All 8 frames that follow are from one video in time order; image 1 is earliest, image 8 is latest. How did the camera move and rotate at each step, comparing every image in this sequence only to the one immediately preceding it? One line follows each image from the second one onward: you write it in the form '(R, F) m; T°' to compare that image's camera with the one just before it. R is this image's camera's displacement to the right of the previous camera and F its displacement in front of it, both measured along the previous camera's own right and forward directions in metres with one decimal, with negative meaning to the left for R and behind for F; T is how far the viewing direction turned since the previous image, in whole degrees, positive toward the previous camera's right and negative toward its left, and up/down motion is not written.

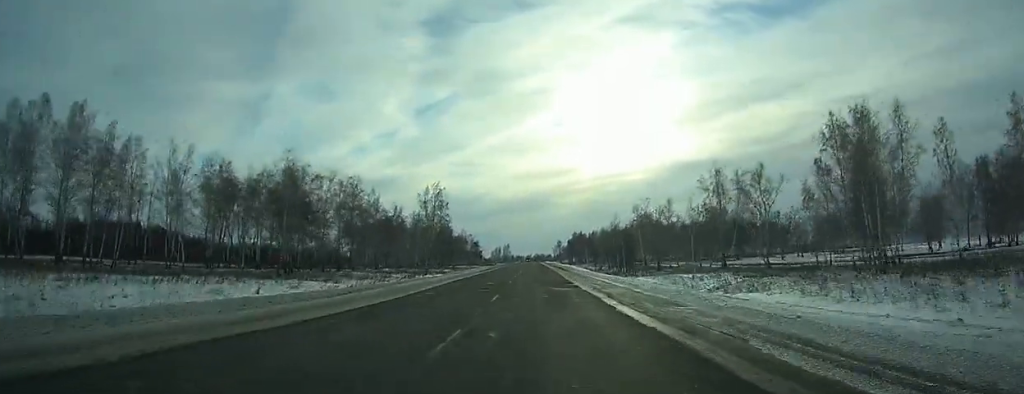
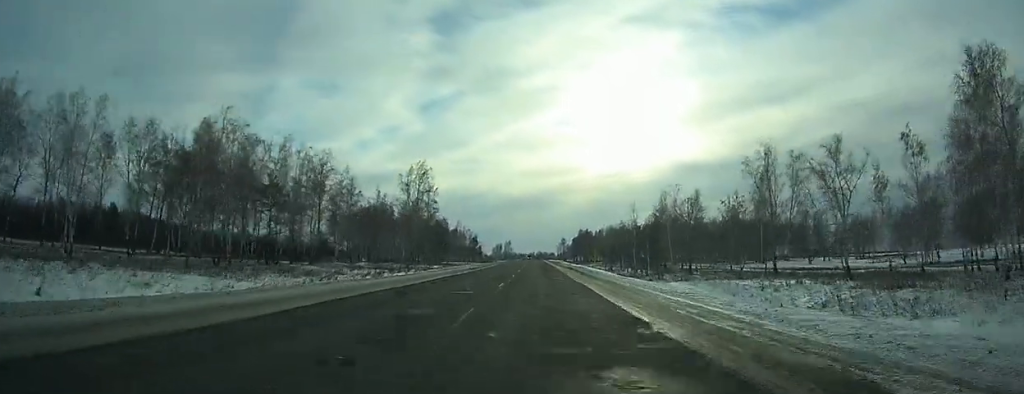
(-0.1, +21.2) m; 0°
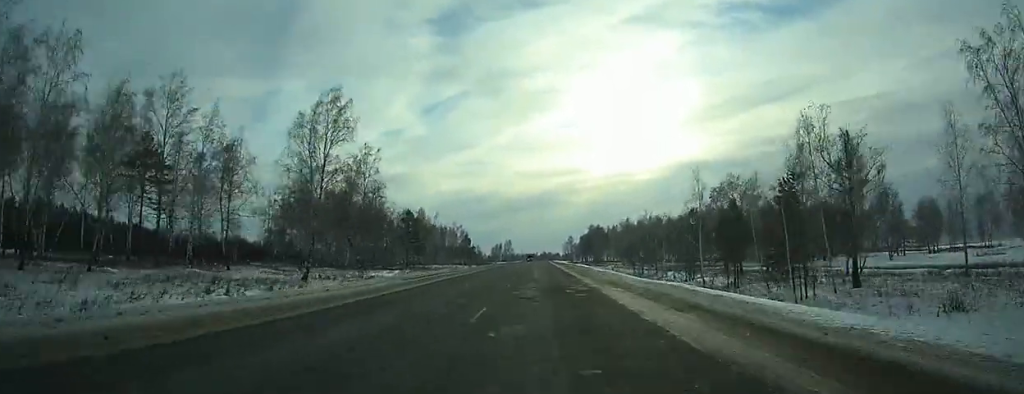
(-0.1, +47.6) m; 0°
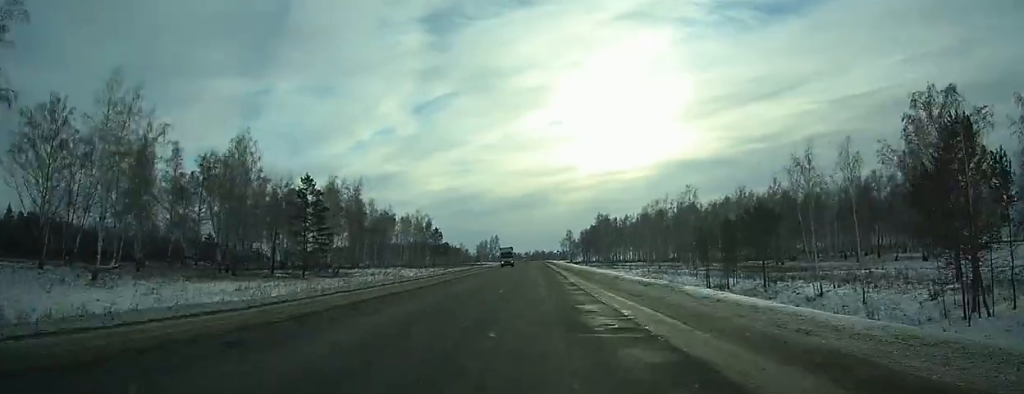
(0.0, +63.6) m; 0°
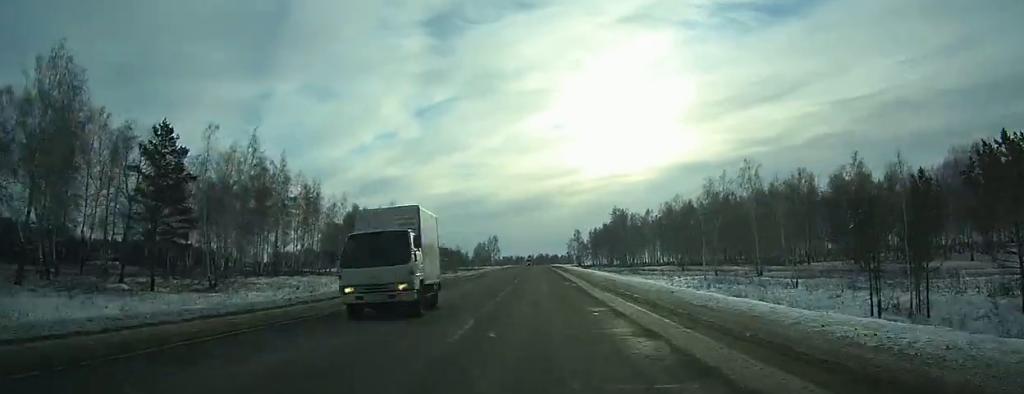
(0.0, +37.9) m; 0°
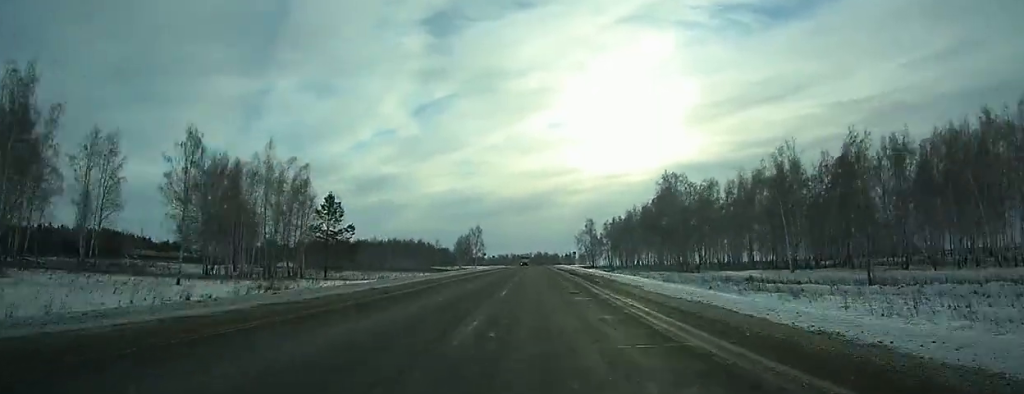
(0.0, +70.9) m; 0°
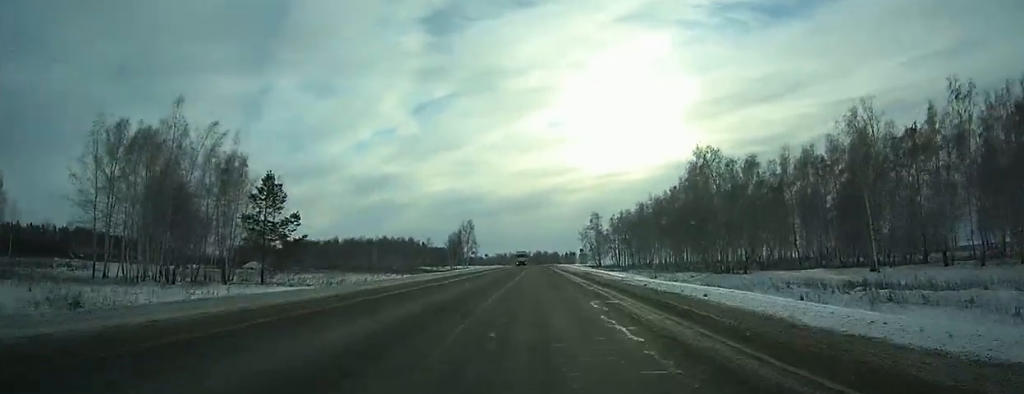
(0.0, +21.9) m; 0°
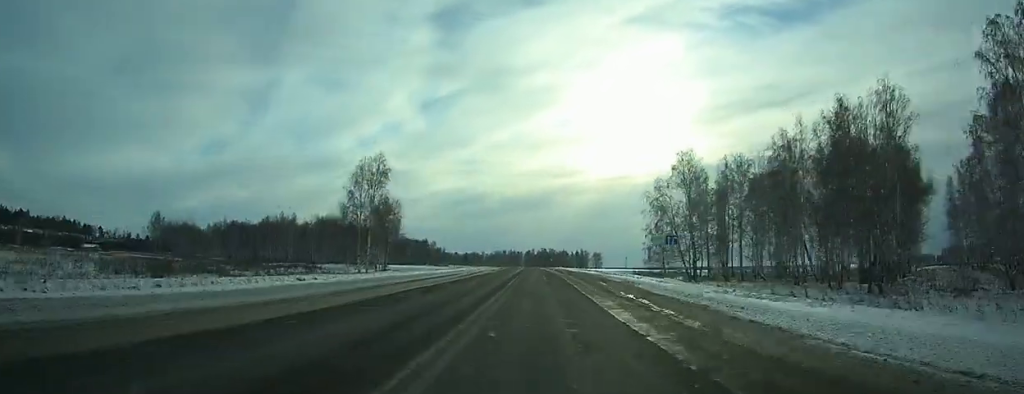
(-0.1, +106.5) m; -1°
